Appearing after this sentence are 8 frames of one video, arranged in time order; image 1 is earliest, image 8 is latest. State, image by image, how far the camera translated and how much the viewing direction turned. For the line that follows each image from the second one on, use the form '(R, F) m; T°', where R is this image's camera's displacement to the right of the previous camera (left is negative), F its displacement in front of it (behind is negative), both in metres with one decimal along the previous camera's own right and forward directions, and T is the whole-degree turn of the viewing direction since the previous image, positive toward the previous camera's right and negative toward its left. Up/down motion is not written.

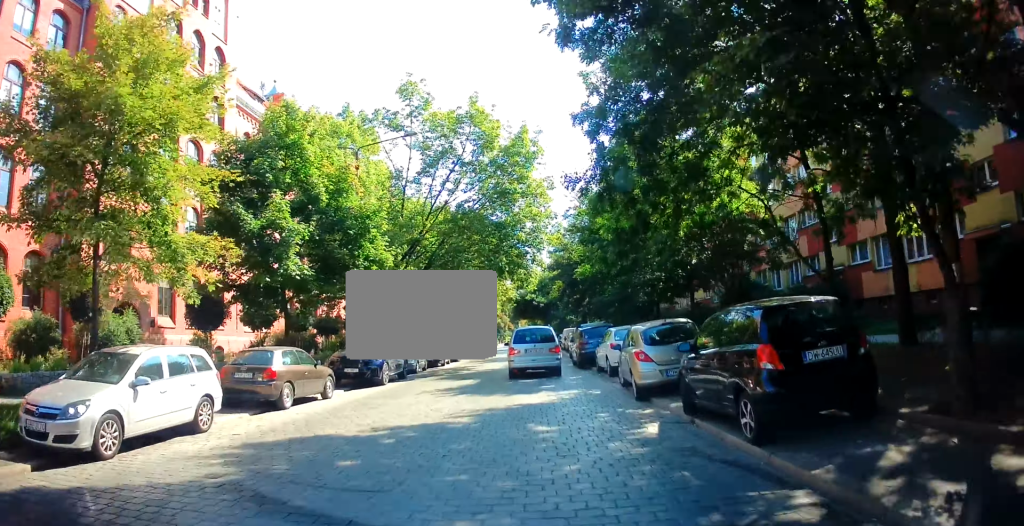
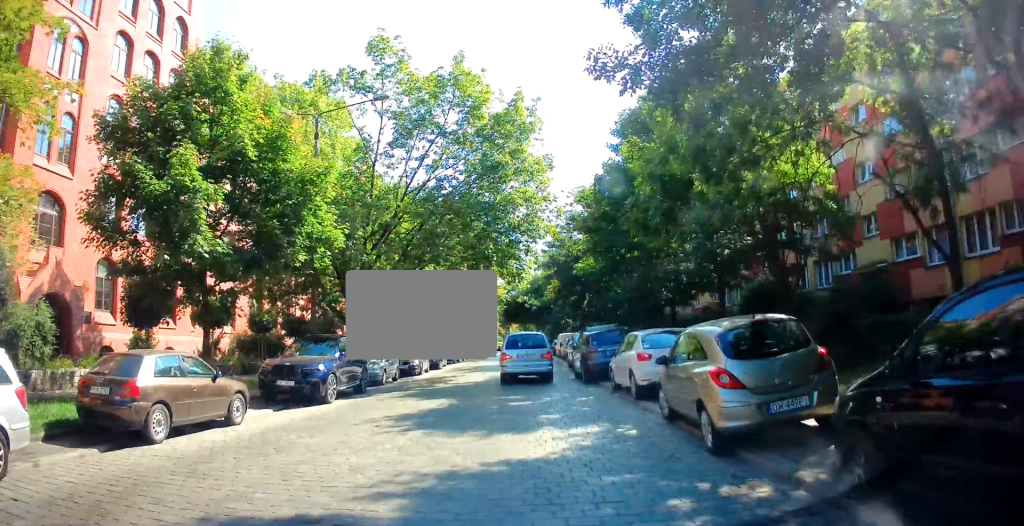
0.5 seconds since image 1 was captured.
(+0.2, +4.6) m; +1°
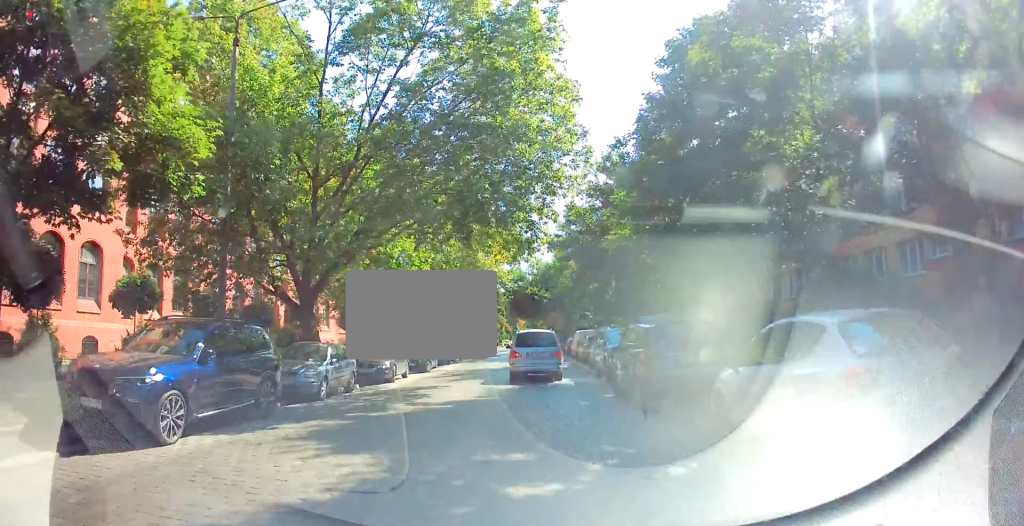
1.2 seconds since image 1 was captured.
(+0.2, +7.3) m; +1°
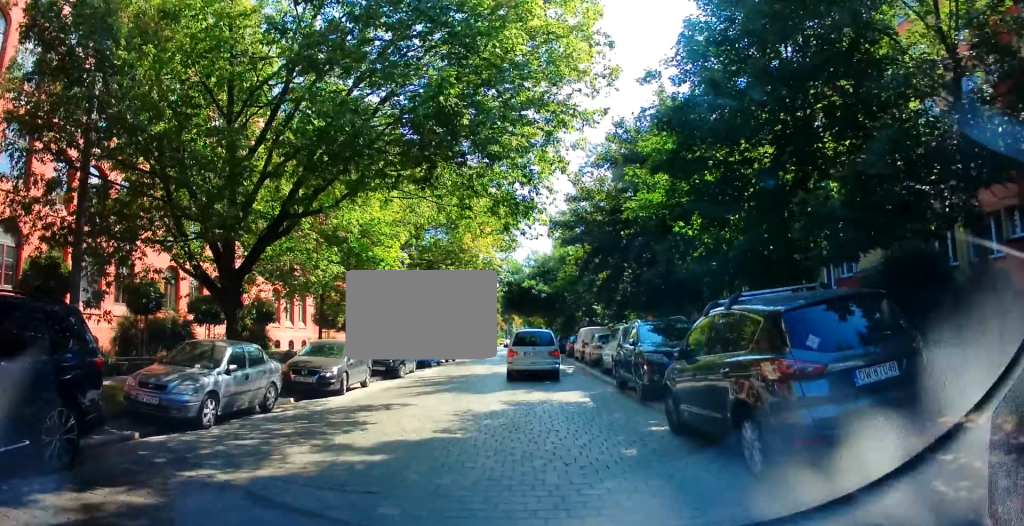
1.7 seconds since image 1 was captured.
(0.0, +5.3) m; 0°
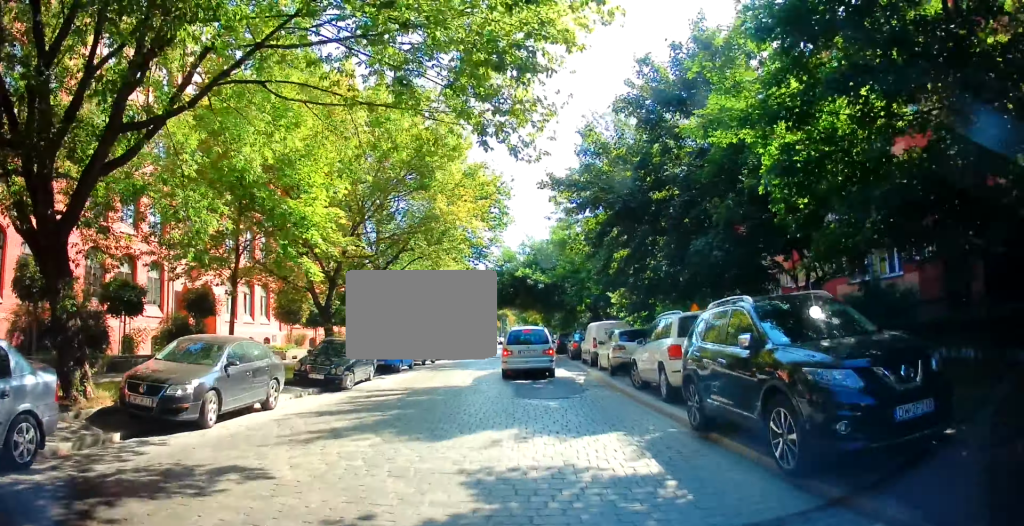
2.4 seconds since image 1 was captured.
(0.0, +6.6) m; -1°
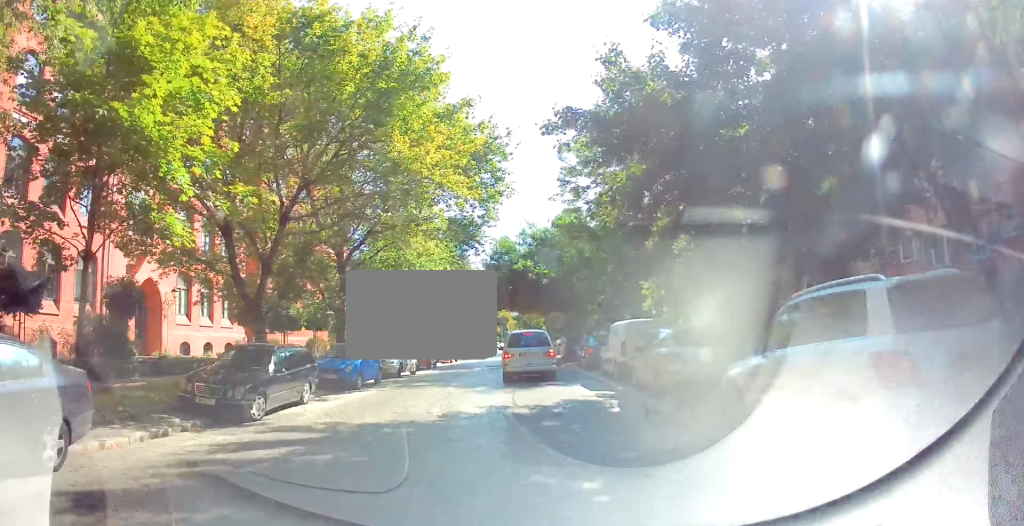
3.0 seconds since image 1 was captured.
(+0.1, +6.3) m; -2°
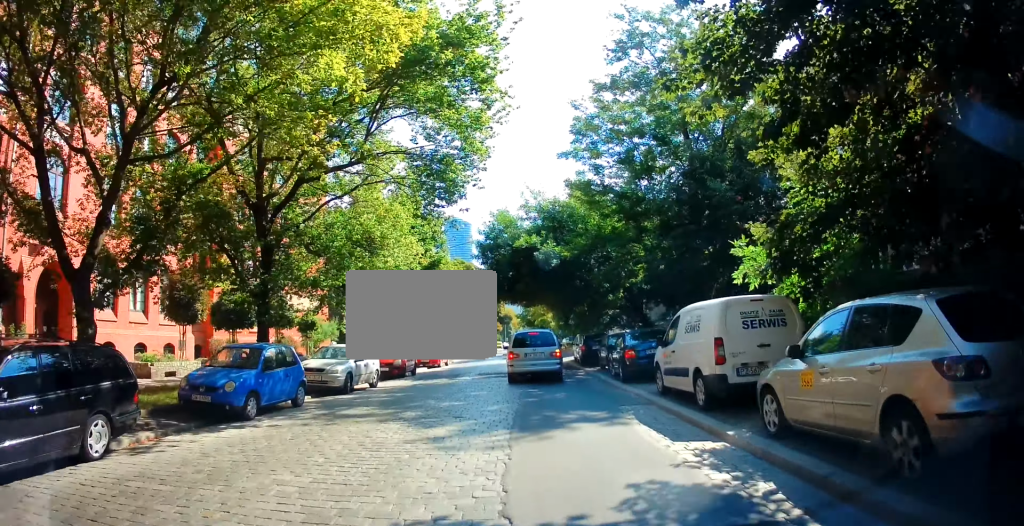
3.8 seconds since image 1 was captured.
(-0.4, +7.9) m; -3°
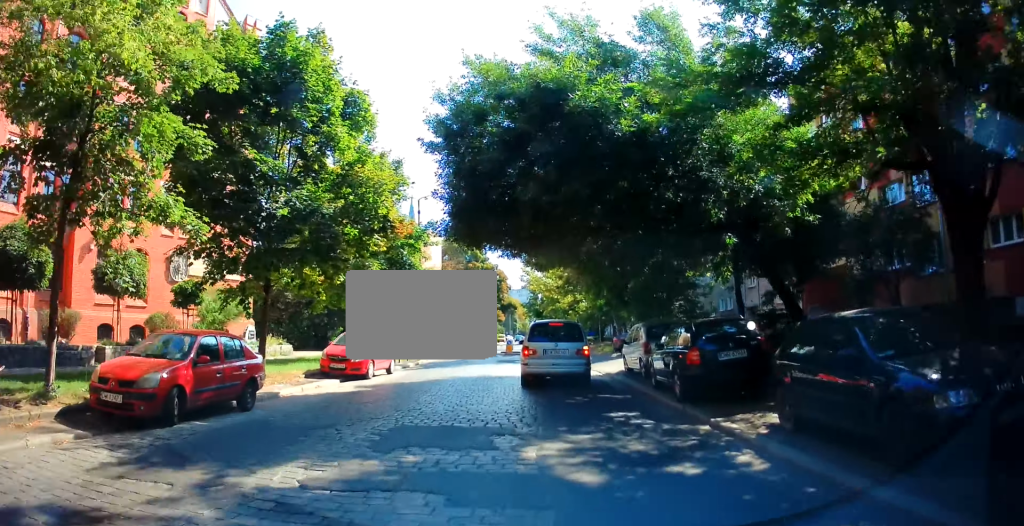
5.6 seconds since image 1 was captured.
(+0.7, +17.1) m; +5°
